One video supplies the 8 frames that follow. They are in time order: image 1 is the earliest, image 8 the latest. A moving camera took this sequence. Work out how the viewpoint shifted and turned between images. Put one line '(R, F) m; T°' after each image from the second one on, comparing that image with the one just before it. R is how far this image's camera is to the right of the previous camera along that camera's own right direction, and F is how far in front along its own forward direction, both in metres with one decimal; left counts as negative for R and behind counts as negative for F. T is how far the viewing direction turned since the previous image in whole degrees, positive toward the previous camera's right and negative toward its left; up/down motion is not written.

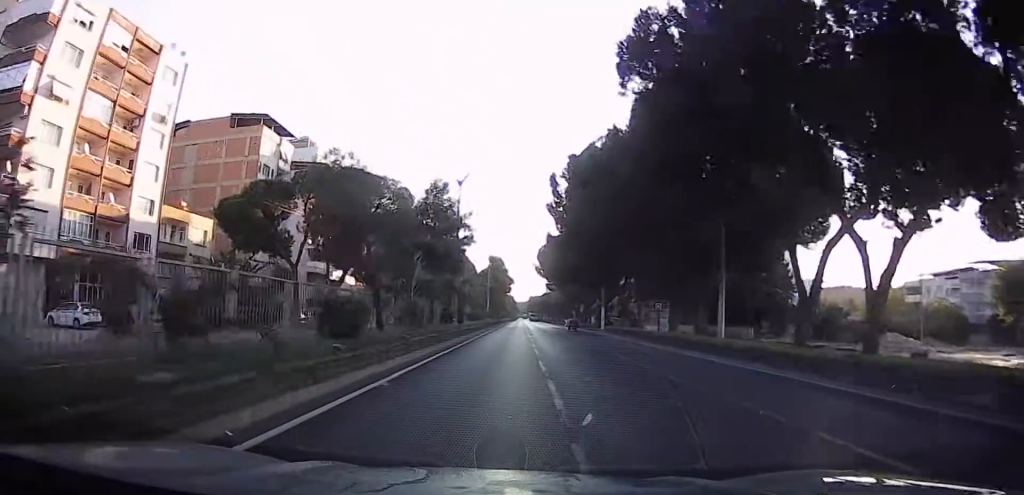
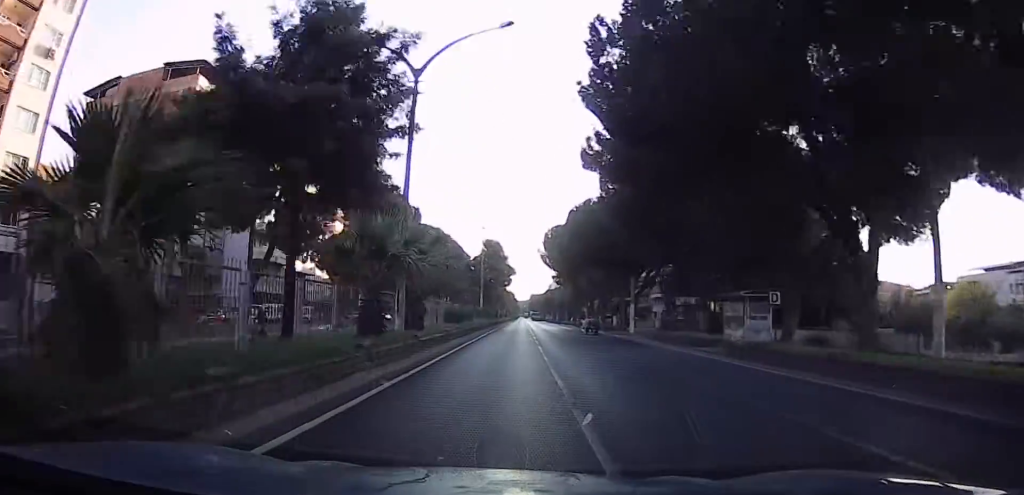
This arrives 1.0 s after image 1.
(0.0, +16.4) m; +2°
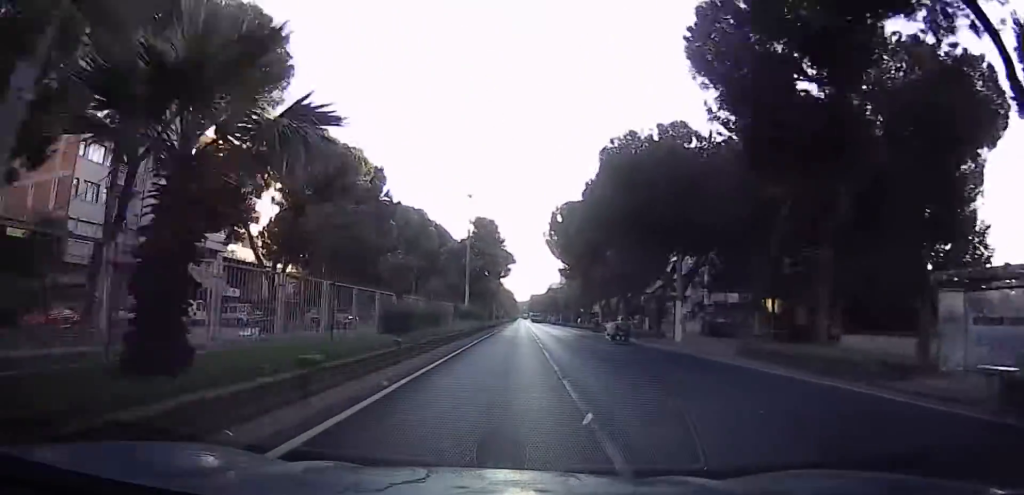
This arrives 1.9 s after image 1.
(+0.4, +14.8) m; +2°
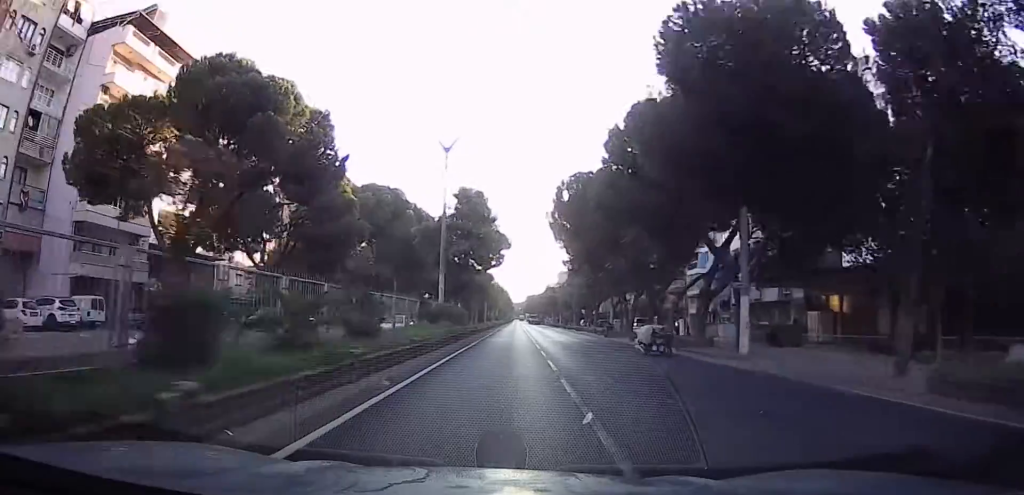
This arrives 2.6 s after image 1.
(0.0, +11.0) m; 0°
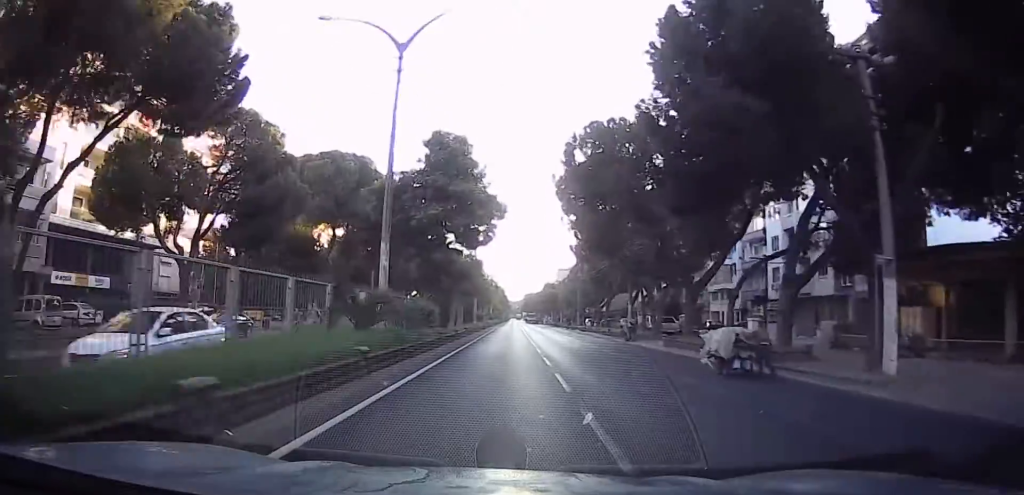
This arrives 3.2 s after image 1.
(0.0, +10.4) m; 0°
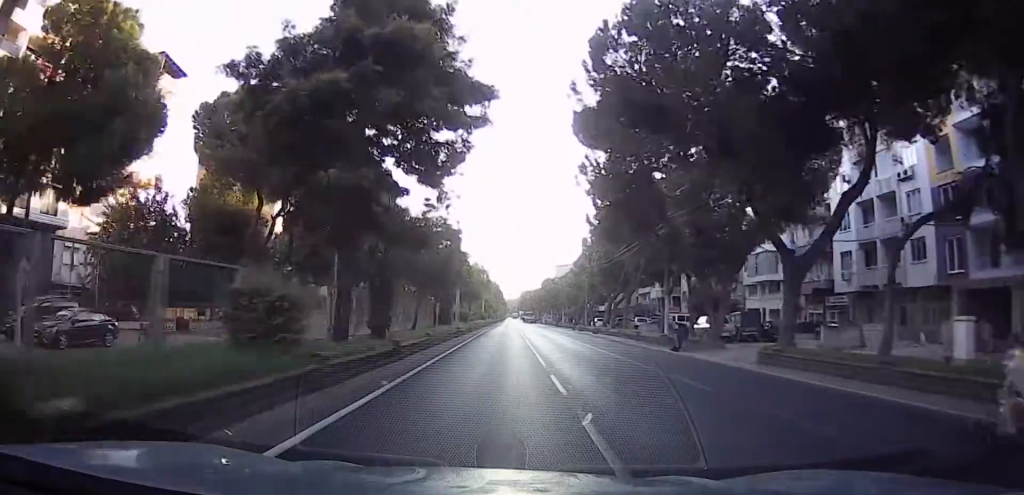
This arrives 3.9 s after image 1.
(0.0, +12.0) m; -2°
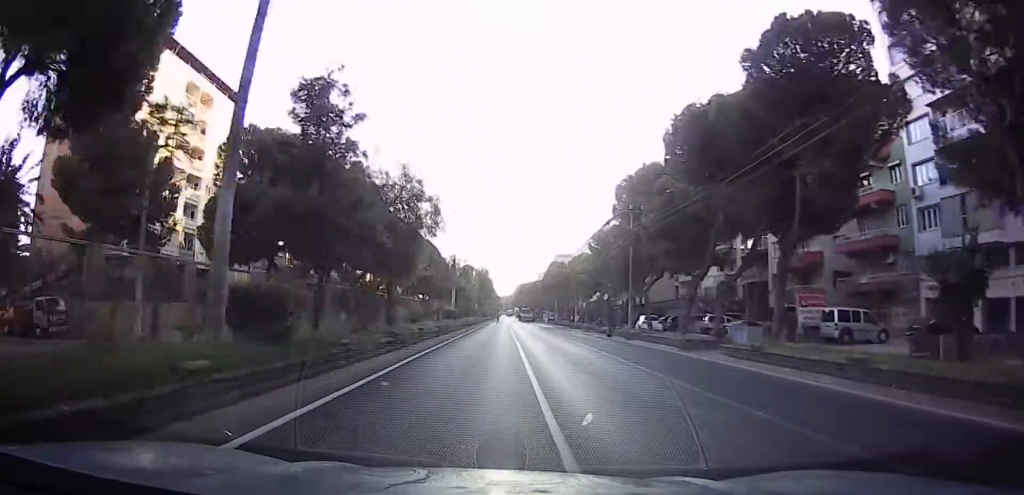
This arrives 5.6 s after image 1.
(-1.1, +27.5) m; 0°
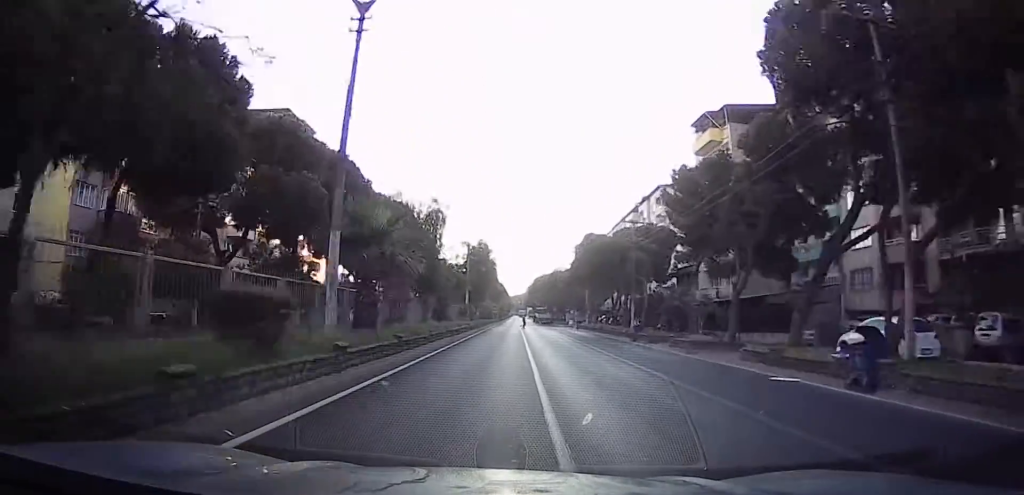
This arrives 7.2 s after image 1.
(+1.2, +29.5) m; 0°
